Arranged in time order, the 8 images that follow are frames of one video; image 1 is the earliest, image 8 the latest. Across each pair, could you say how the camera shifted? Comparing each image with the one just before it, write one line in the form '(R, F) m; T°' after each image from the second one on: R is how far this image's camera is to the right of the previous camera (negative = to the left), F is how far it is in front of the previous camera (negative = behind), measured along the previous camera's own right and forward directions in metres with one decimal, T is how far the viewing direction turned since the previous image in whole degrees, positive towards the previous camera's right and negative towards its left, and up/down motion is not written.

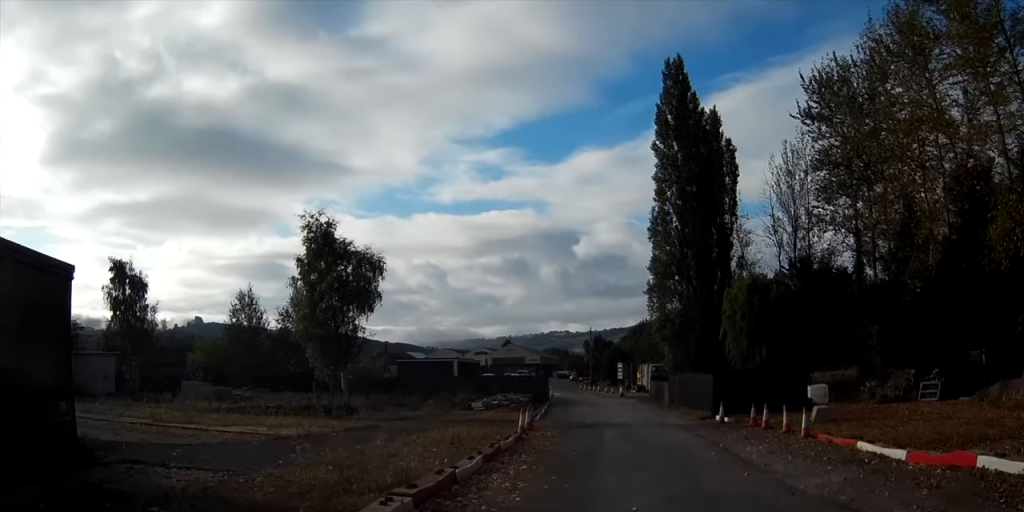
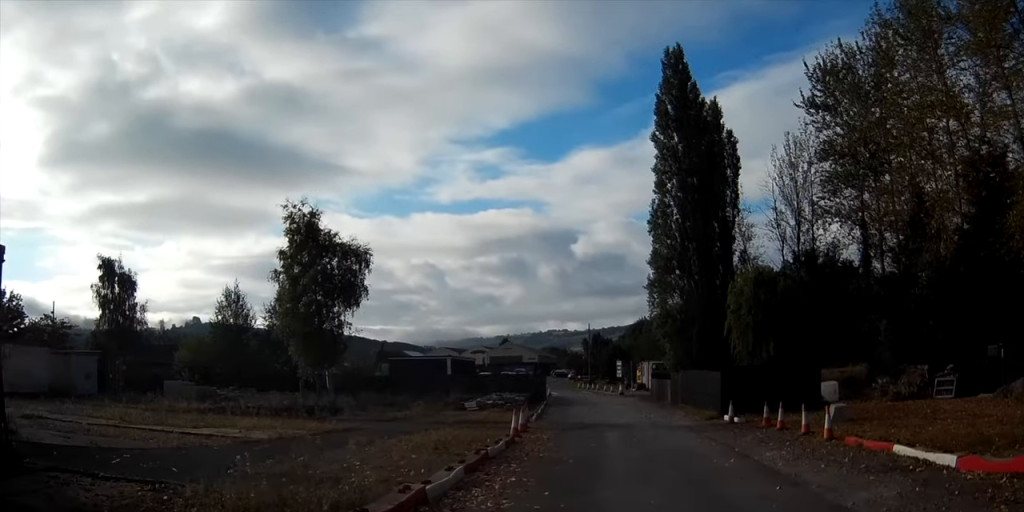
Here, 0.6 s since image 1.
(0.0, +1.6) m; +1°
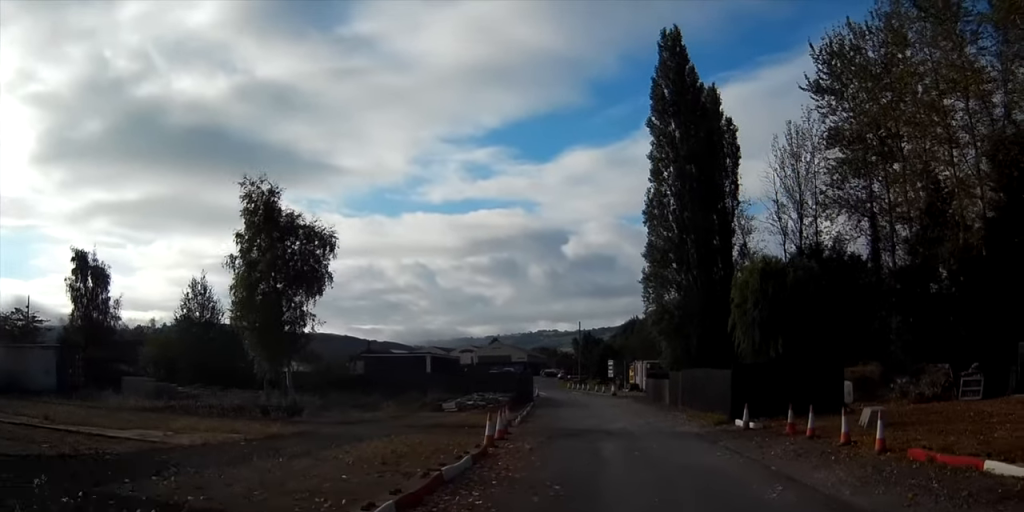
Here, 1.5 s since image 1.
(-0.1, +3.0) m; 0°
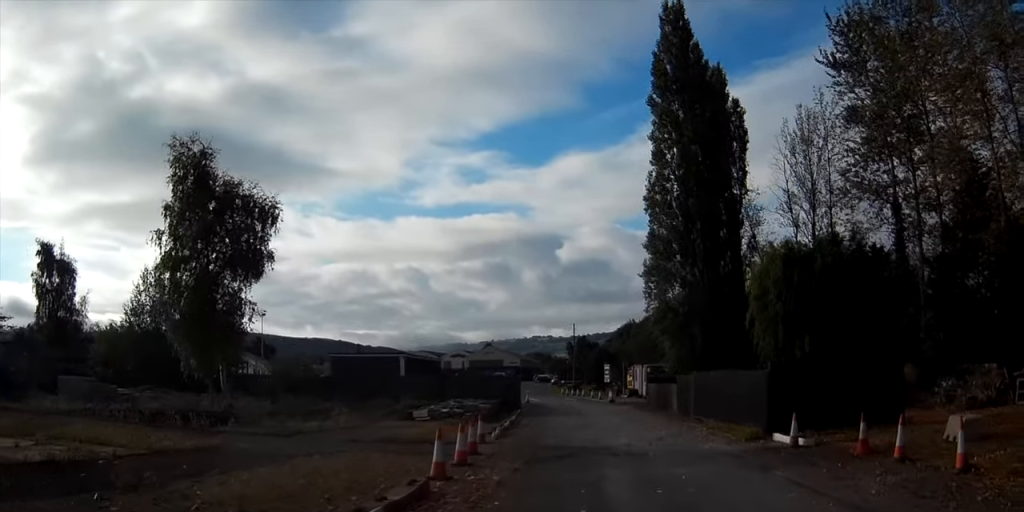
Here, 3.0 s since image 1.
(+0.1, +4.9) m; +2°
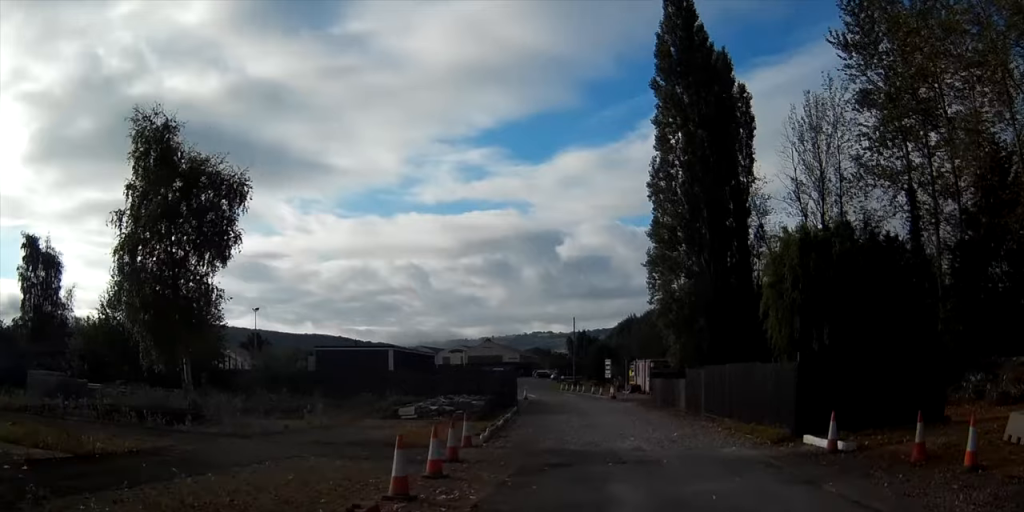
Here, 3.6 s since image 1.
(+0.1, +2.4) m; 0°
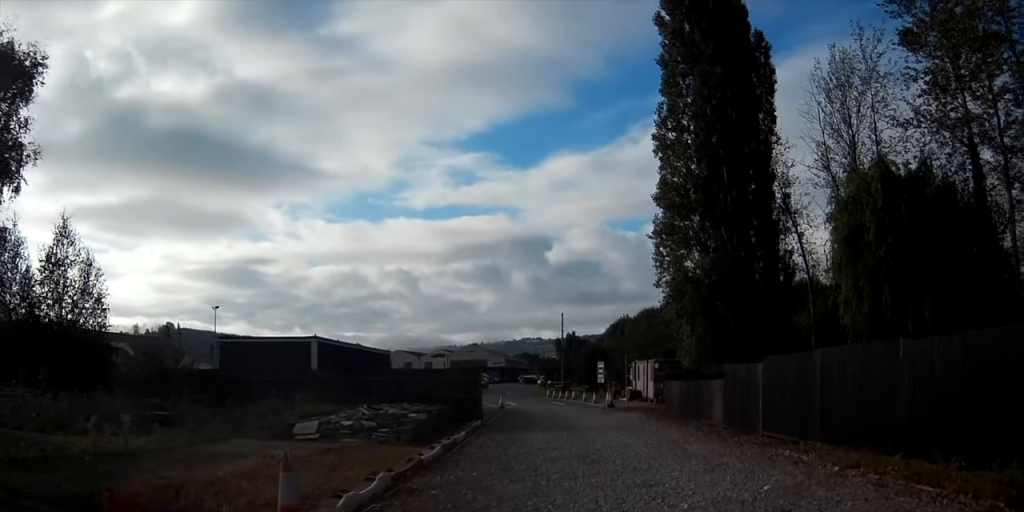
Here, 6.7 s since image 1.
(-0.2, +9.9) m; +1°
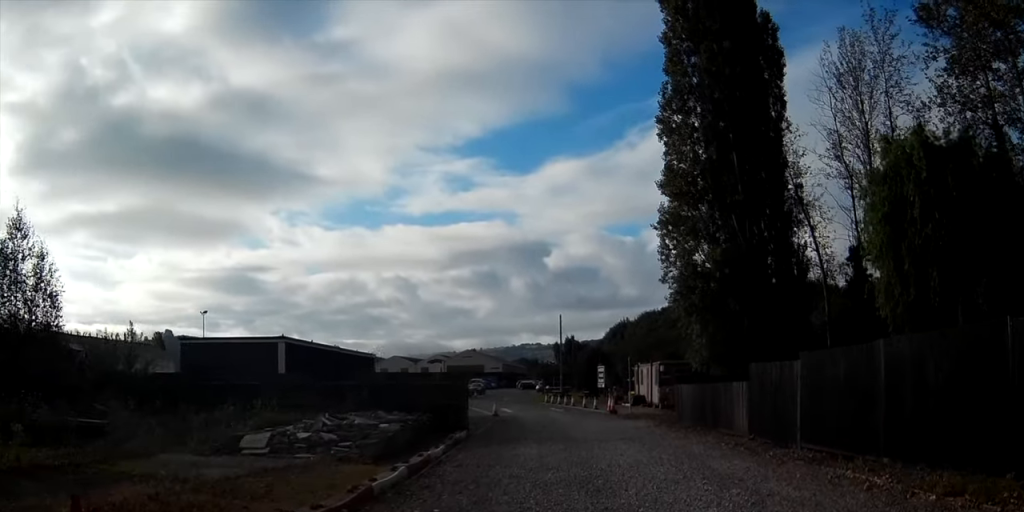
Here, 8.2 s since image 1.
(+0.2, +3.8) m; +2°
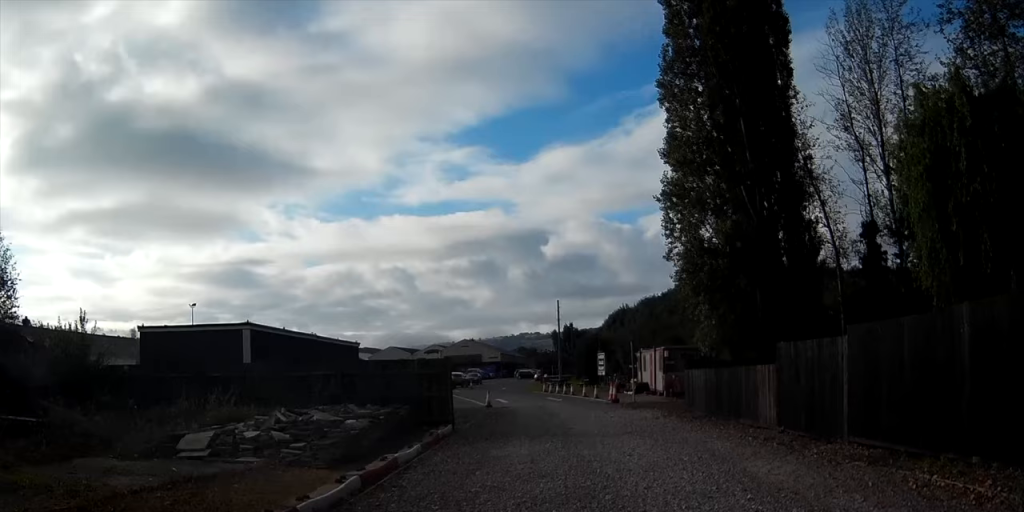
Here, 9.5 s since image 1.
(-0.1, +3.3) m; -4°
